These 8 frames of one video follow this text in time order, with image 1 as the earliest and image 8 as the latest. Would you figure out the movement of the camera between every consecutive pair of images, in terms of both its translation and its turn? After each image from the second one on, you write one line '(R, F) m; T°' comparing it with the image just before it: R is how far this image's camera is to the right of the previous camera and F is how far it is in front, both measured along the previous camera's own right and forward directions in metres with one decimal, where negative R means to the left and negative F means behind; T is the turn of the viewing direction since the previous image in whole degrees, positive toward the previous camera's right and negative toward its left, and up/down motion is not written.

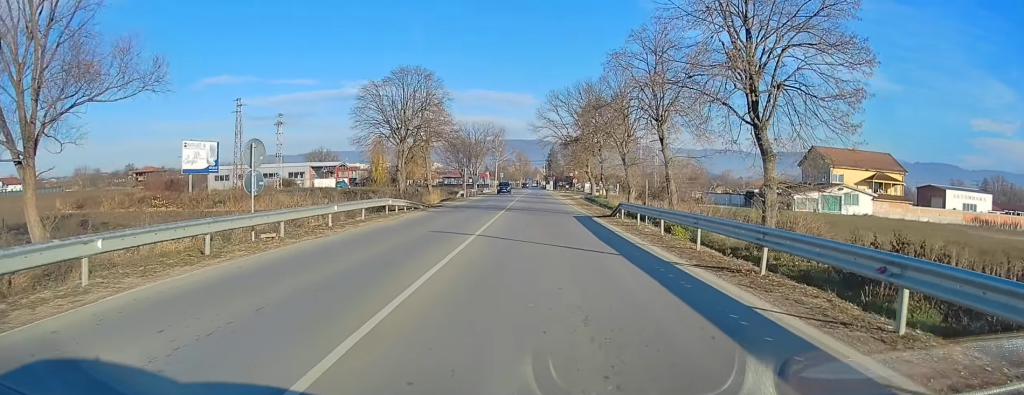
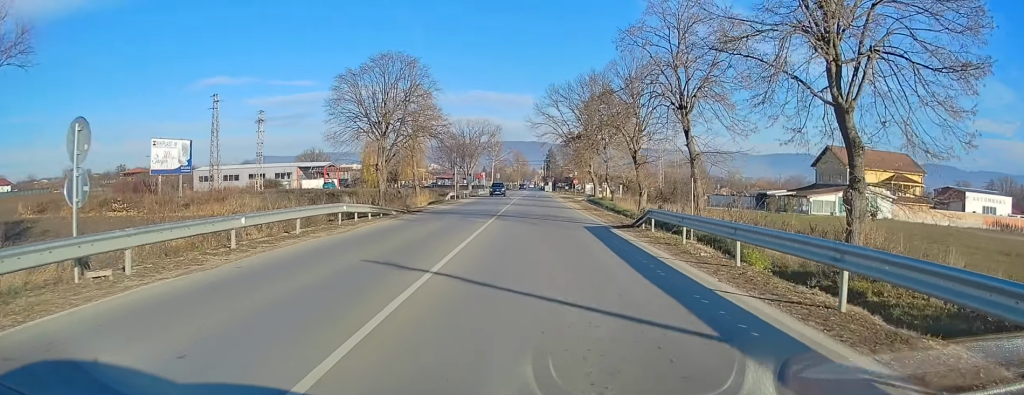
(0.0, +6.8) m; 0°
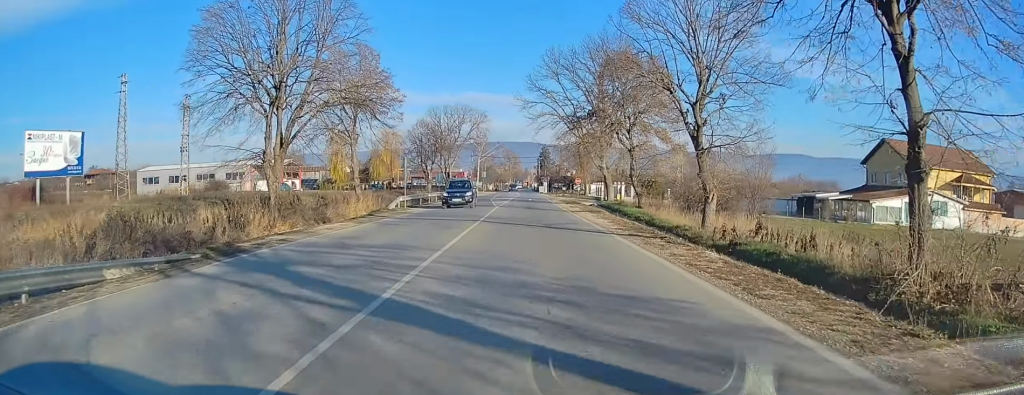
(0.0, +19.9) m; 0°
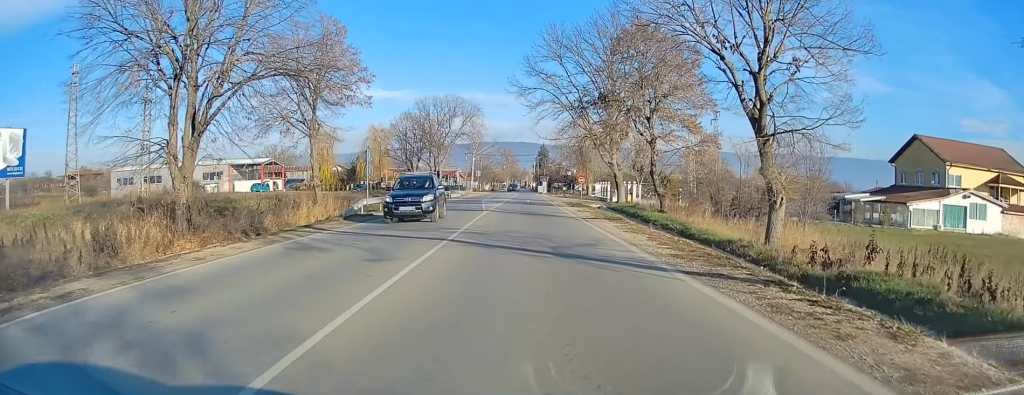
(0.0, +8.1) m; 0°
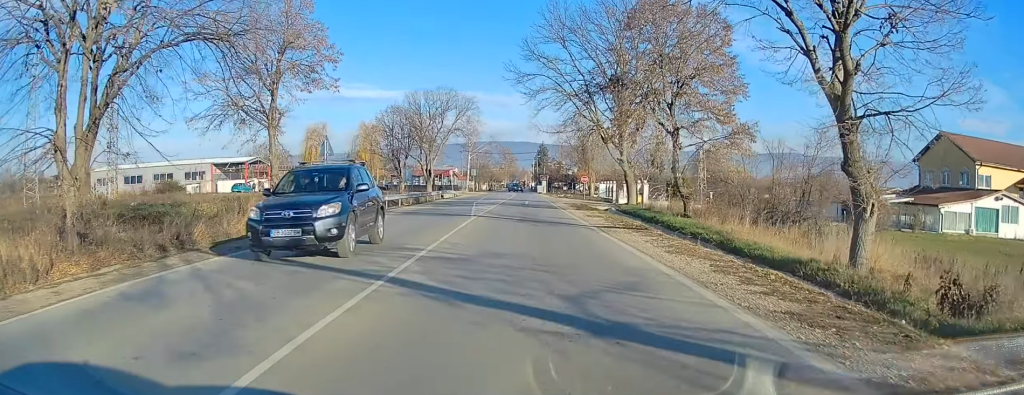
(0.0, +6.0) m; 0°
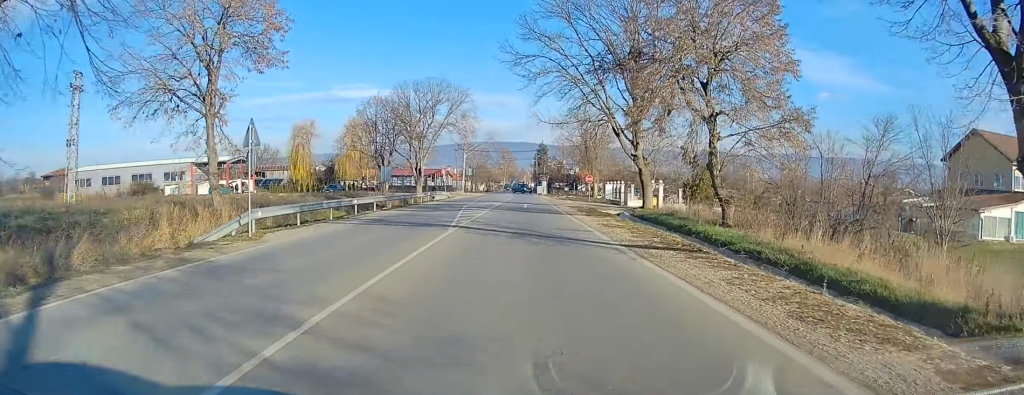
(0.0, +6.5) m; 0°
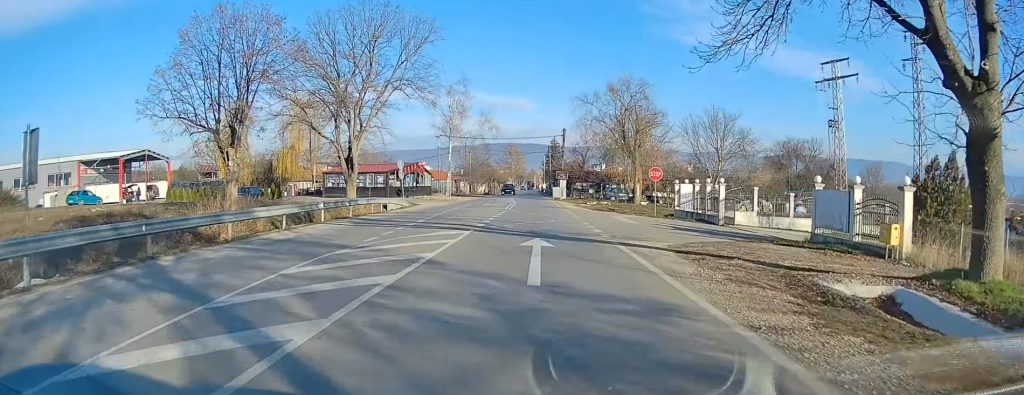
(+0.1, +30.3) m; 0°
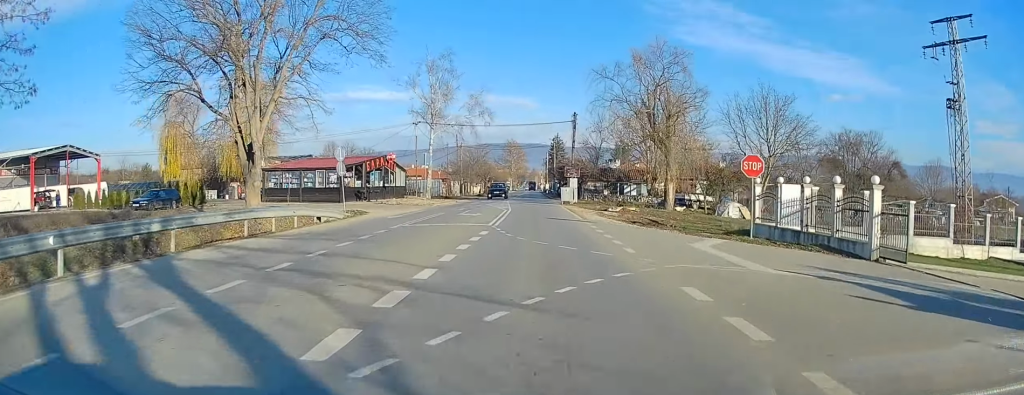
(0.0, +15.4) m; 0°
